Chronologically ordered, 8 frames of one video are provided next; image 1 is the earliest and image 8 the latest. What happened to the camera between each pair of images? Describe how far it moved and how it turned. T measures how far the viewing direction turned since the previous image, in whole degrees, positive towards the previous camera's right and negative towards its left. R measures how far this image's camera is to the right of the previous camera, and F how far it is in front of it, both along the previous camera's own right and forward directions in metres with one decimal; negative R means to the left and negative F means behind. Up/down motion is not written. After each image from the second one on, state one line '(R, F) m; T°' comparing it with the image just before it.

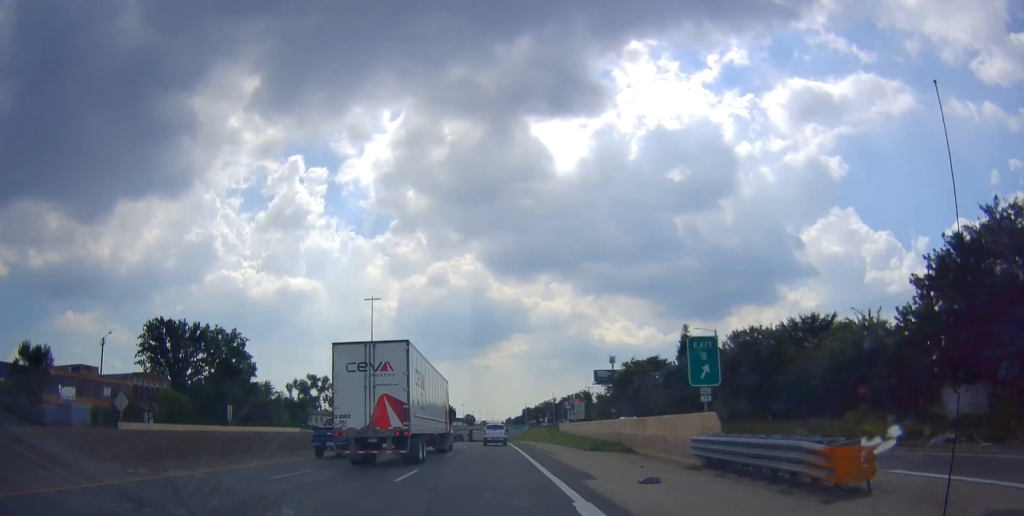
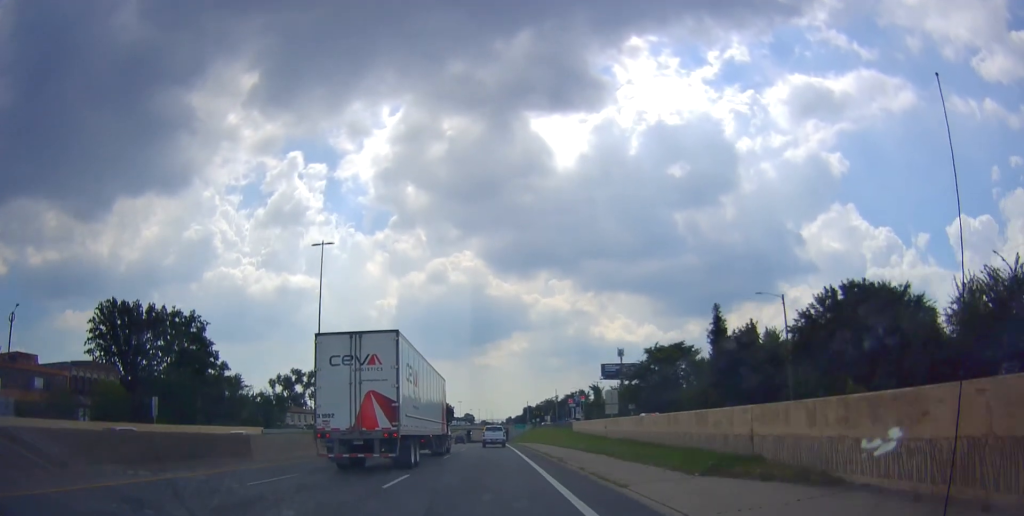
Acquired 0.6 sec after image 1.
(-0.3, +16.3) m; 0°
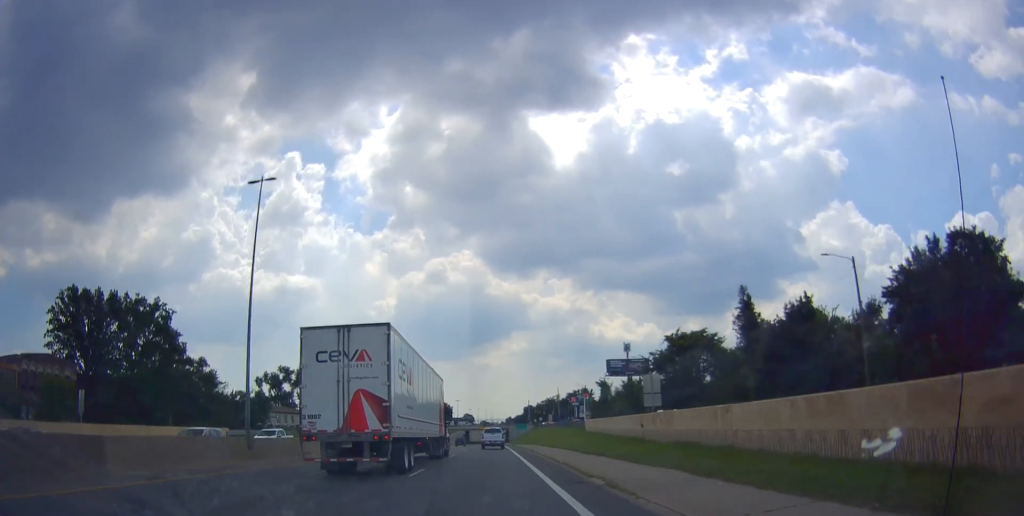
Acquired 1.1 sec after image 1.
(+0.3, +11.2) m; +1°
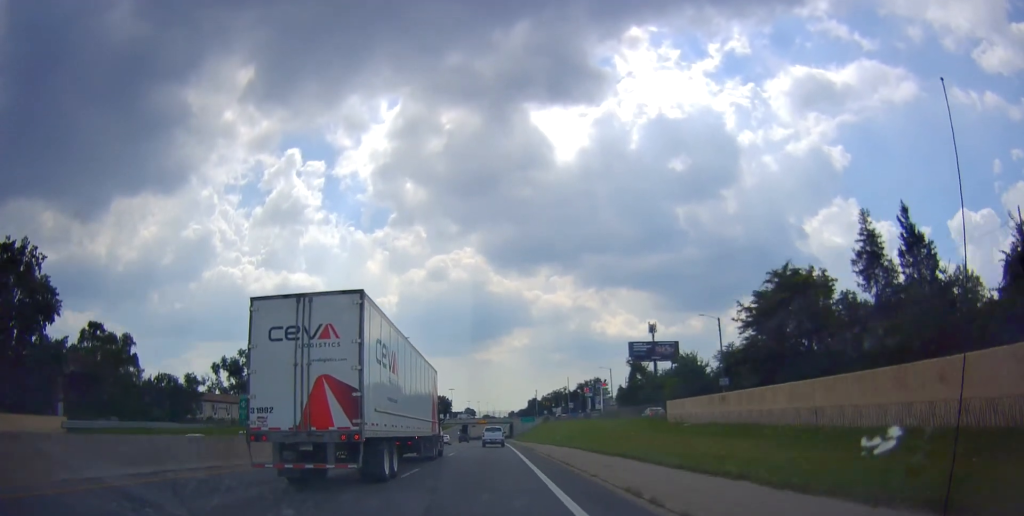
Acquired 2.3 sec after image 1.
(+0.4, +31.4) m; -1°
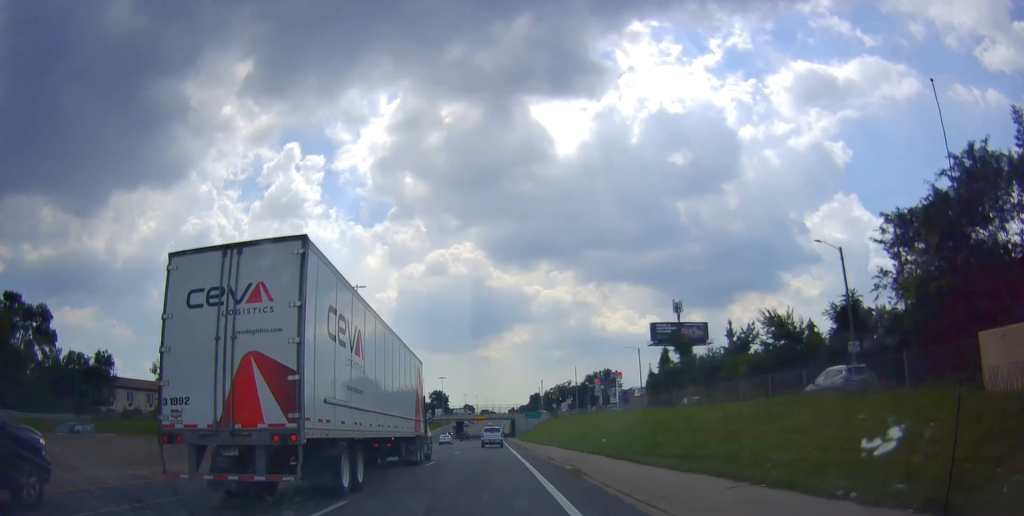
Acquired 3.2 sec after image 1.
(-0.5, +24.7) m; -1°
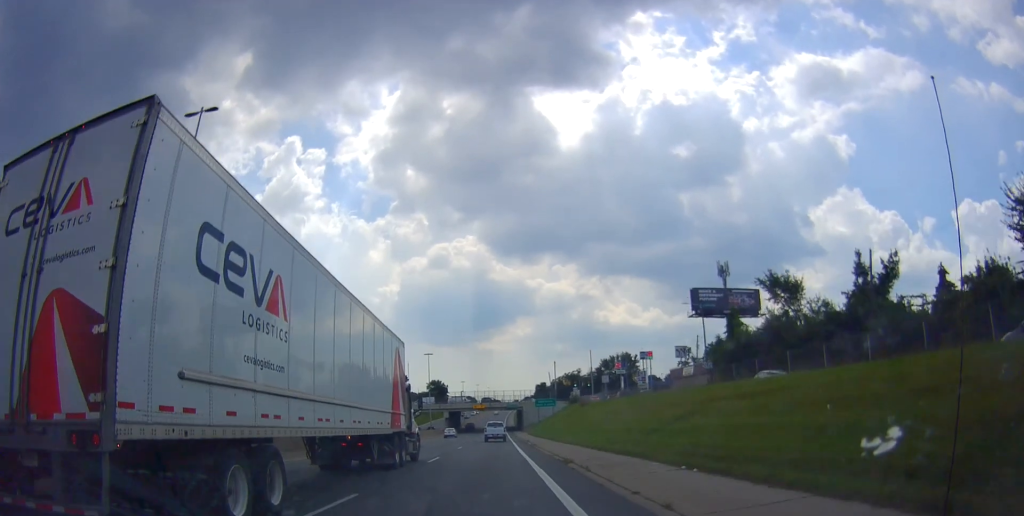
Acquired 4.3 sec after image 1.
(+0.1, +29.5) m; +1°
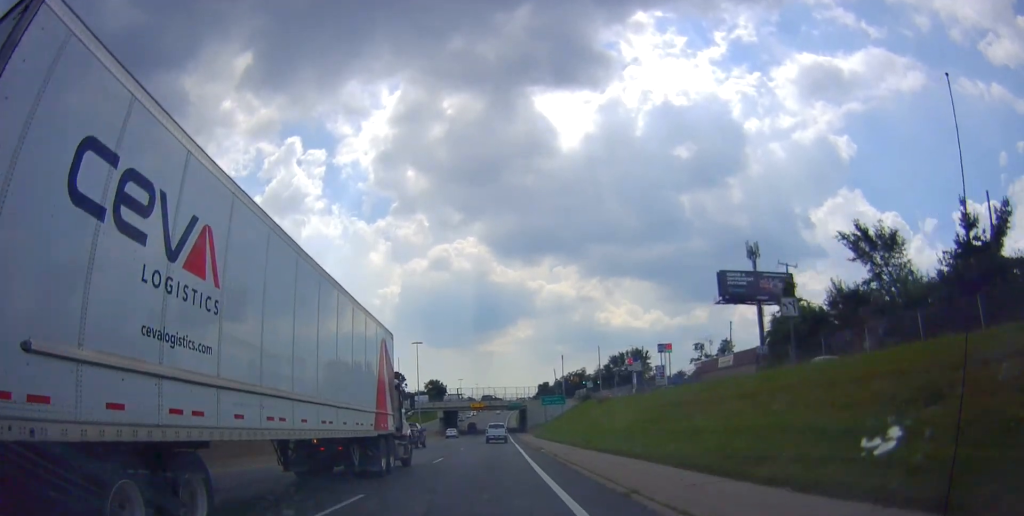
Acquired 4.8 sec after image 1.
(+0.1, +14.6) m; 0°
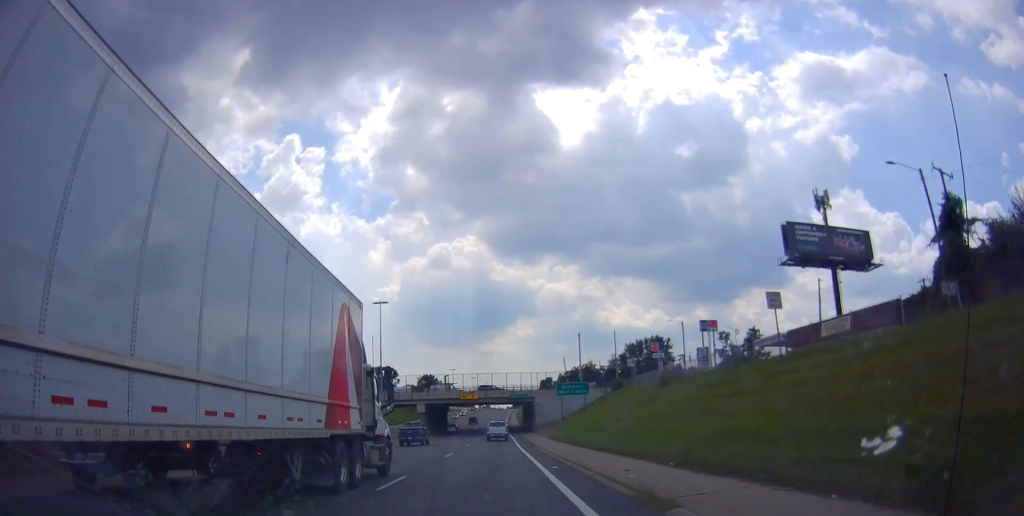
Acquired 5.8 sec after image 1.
(+0.1, +25.9) m; -1°
